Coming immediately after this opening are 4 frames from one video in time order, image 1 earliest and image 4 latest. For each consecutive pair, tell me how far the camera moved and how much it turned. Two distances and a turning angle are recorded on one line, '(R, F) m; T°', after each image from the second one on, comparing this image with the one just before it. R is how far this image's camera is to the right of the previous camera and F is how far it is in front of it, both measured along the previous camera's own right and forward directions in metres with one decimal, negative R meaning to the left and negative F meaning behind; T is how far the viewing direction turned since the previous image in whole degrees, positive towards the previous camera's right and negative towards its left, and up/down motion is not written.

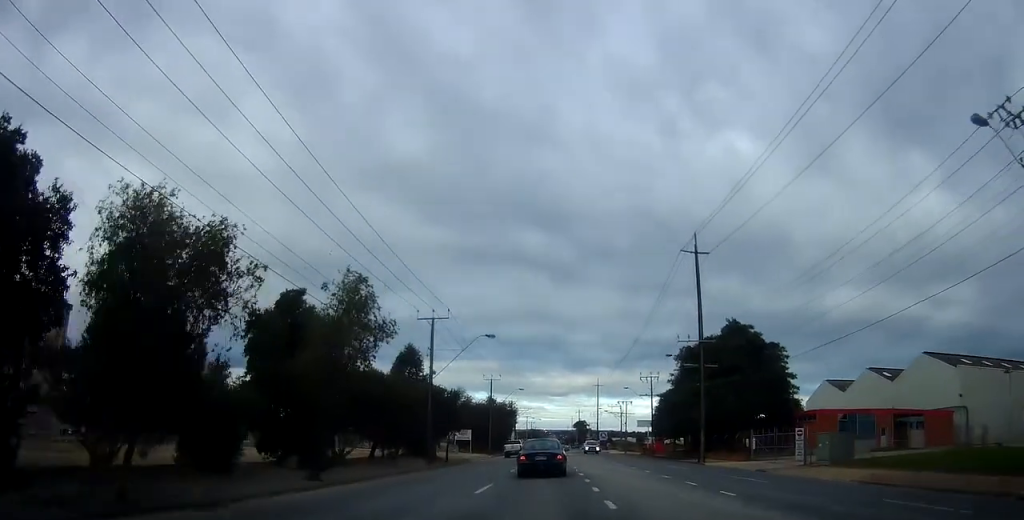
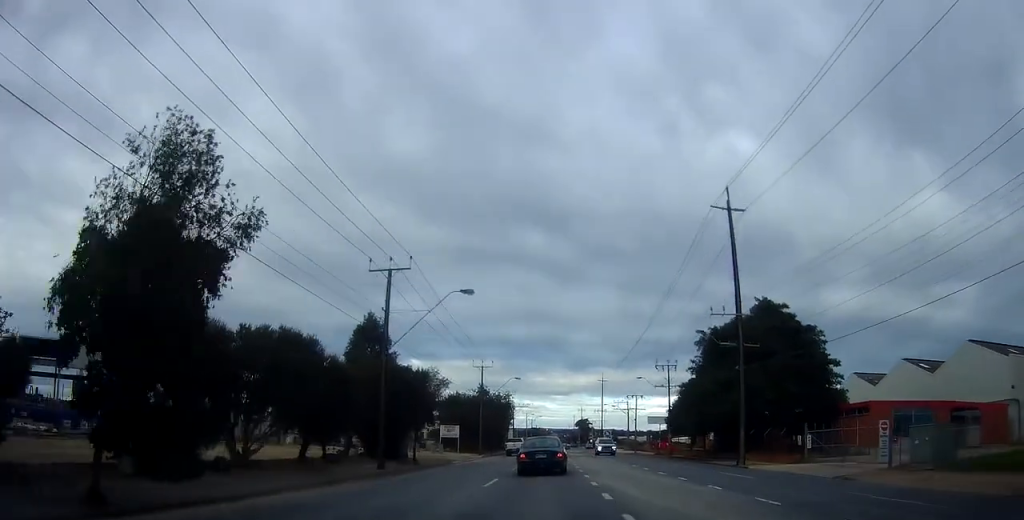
(-0.2, +10.4) m; +1°
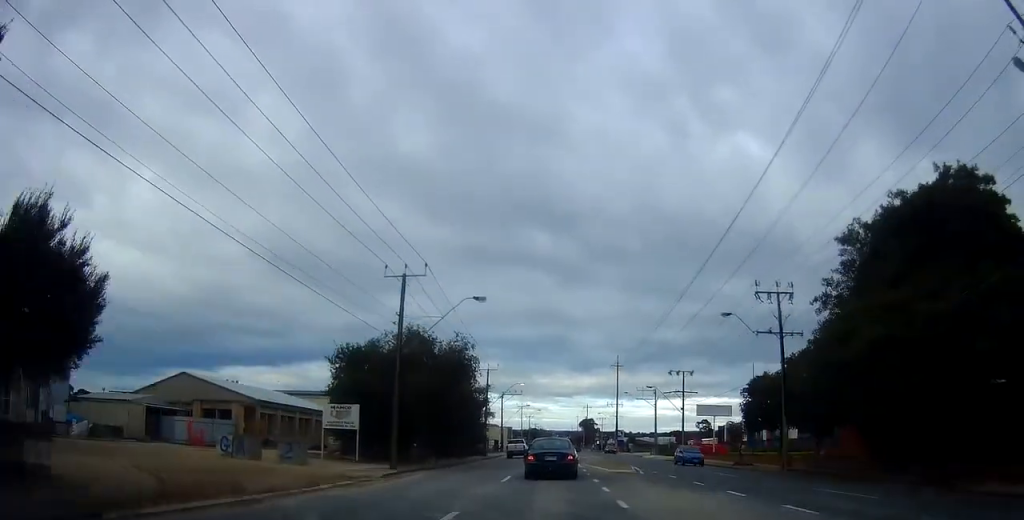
(0.0, +32.6) m; -2°
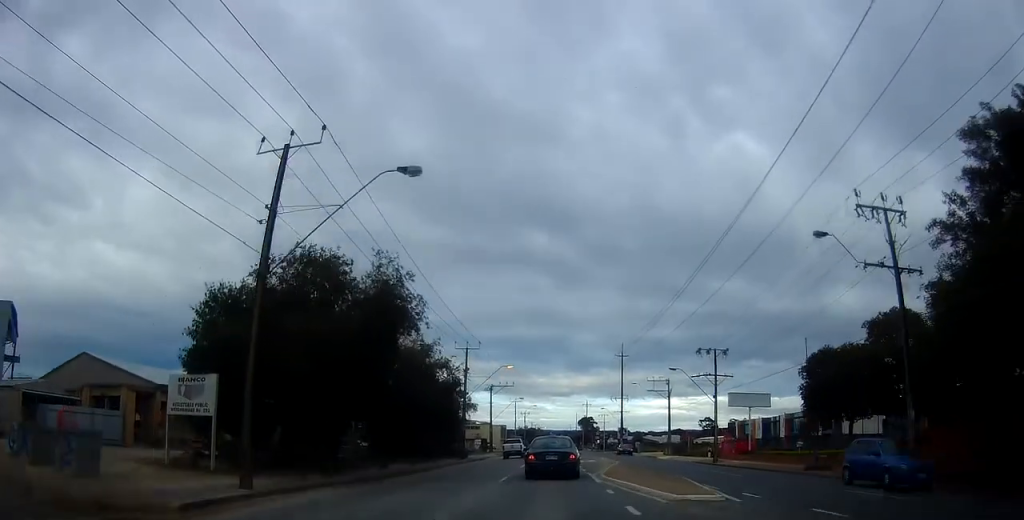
(0.0, +13.1) m; 0°
